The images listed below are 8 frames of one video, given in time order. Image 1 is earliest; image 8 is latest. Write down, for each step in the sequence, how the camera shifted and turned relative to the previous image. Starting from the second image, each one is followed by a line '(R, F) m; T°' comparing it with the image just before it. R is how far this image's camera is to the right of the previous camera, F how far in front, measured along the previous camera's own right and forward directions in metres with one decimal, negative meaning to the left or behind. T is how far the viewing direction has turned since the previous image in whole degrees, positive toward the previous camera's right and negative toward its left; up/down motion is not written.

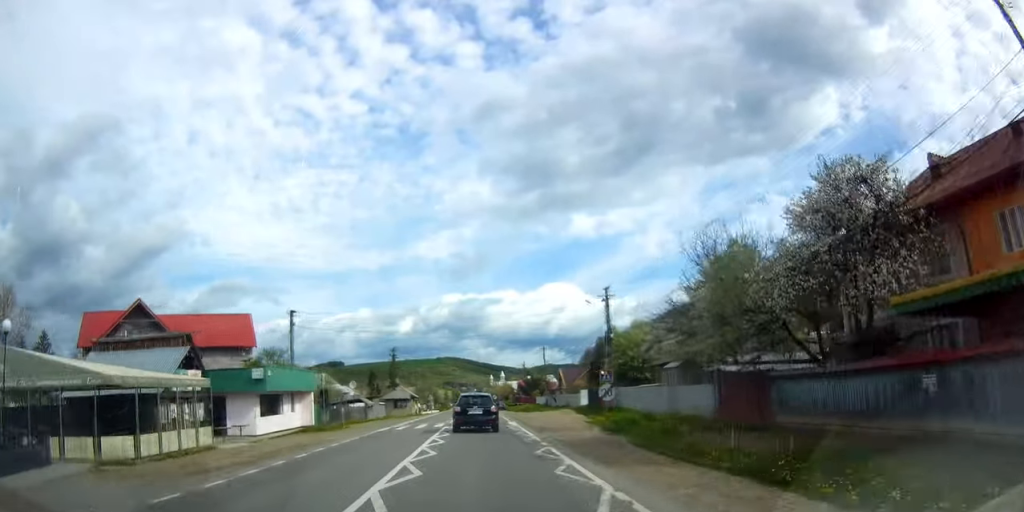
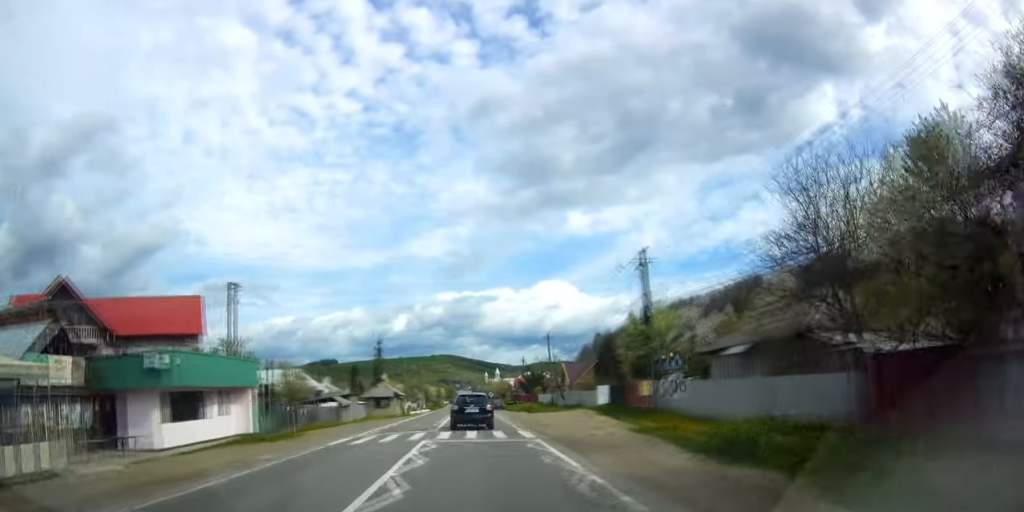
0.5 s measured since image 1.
(-0.1, +9.2) m; +1°
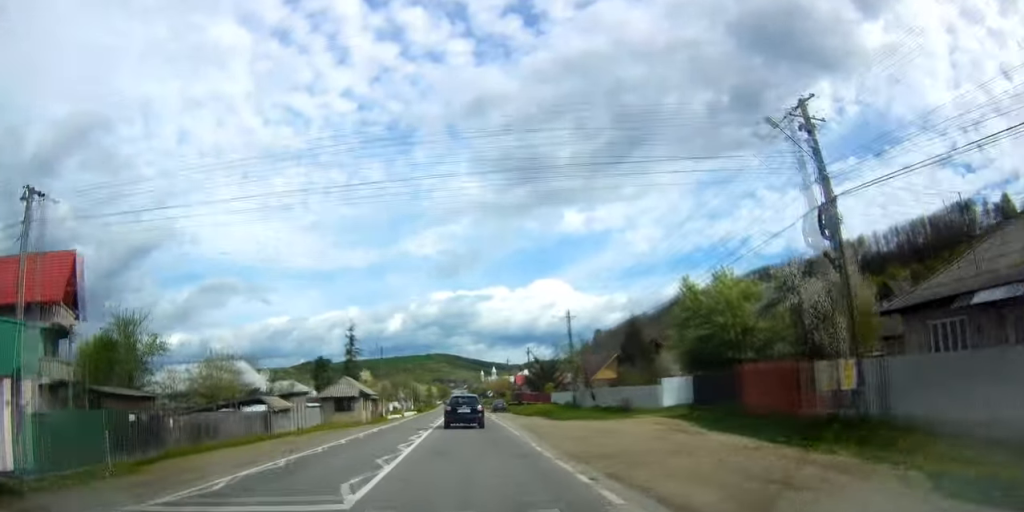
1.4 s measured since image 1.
(+0.5, +15.7) m; +1°
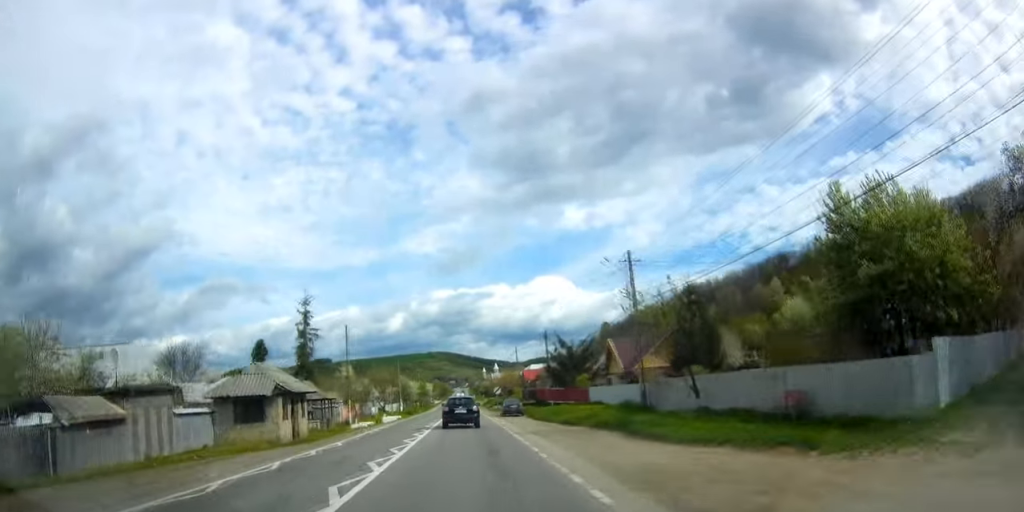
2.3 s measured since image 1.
(0.0, +18.4) m; 0°
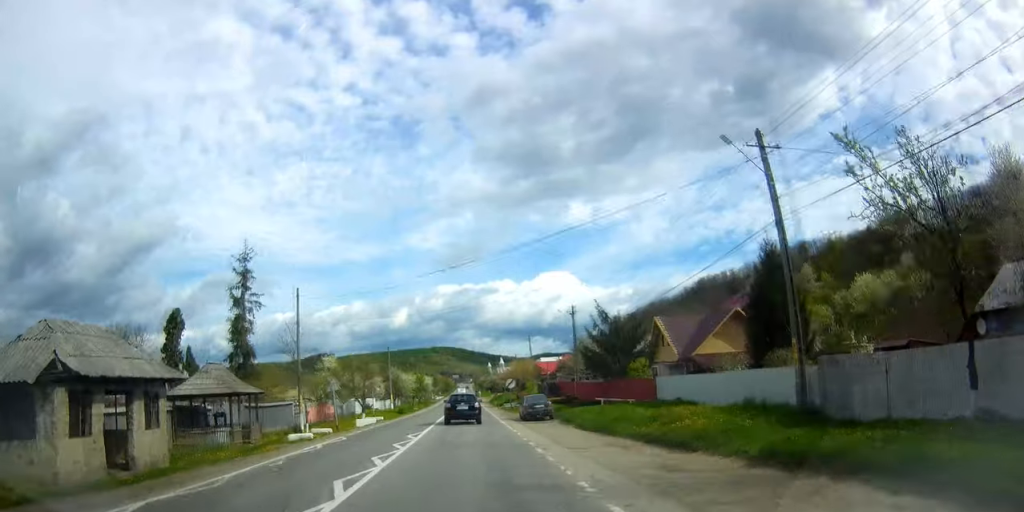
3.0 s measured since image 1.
(-0.1, +14.5) m; 0°
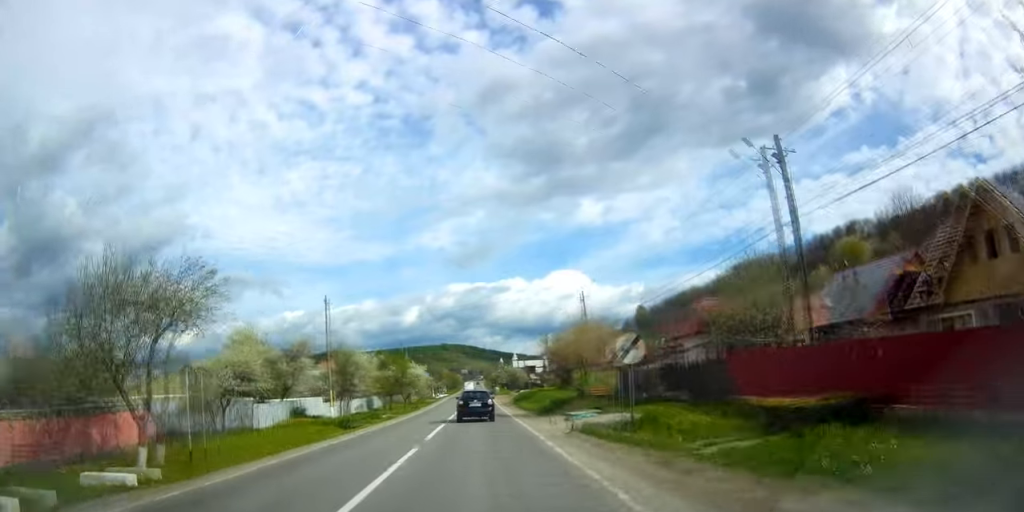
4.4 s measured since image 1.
(+0.1, +34.6) m; 0°
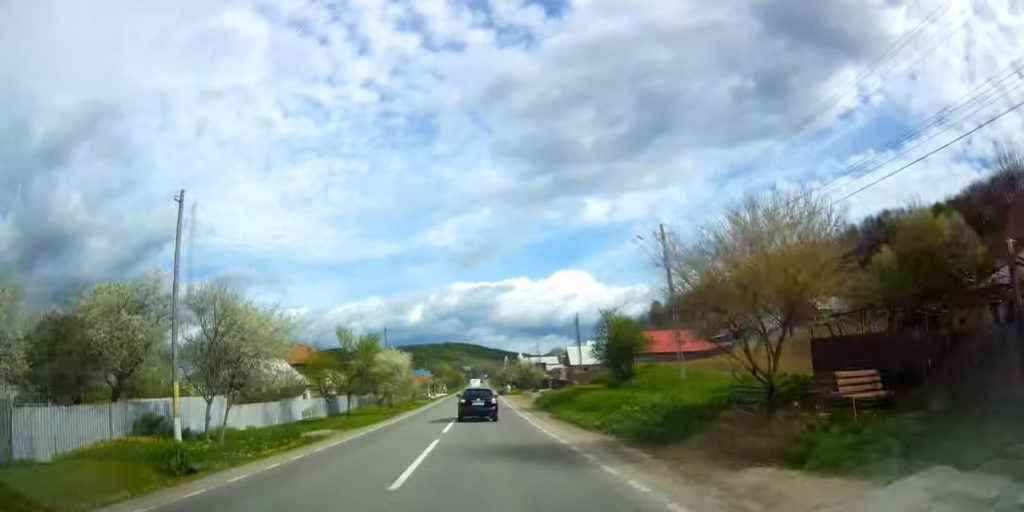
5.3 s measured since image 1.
(-0.2, +21.3) m; -1°
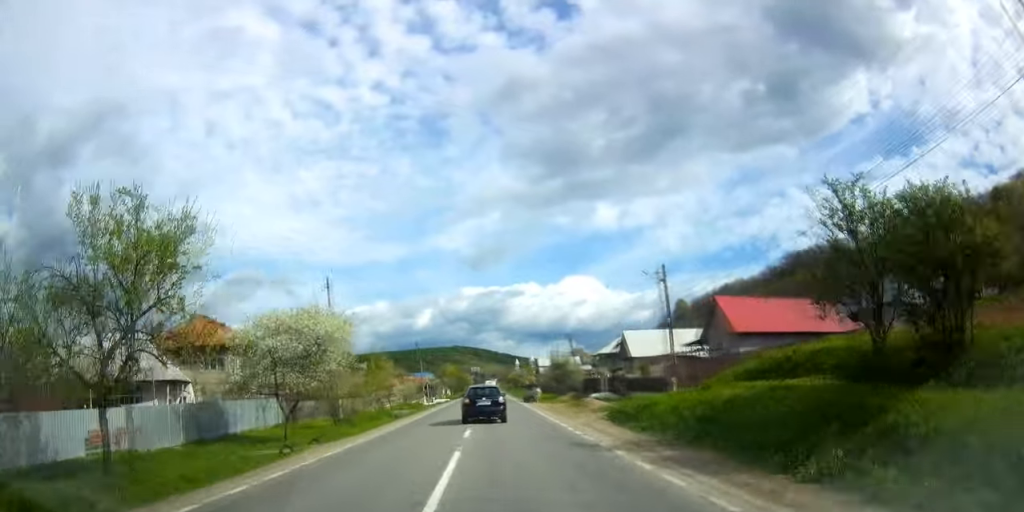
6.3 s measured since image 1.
(-0.2, +27.6) m; -1°
